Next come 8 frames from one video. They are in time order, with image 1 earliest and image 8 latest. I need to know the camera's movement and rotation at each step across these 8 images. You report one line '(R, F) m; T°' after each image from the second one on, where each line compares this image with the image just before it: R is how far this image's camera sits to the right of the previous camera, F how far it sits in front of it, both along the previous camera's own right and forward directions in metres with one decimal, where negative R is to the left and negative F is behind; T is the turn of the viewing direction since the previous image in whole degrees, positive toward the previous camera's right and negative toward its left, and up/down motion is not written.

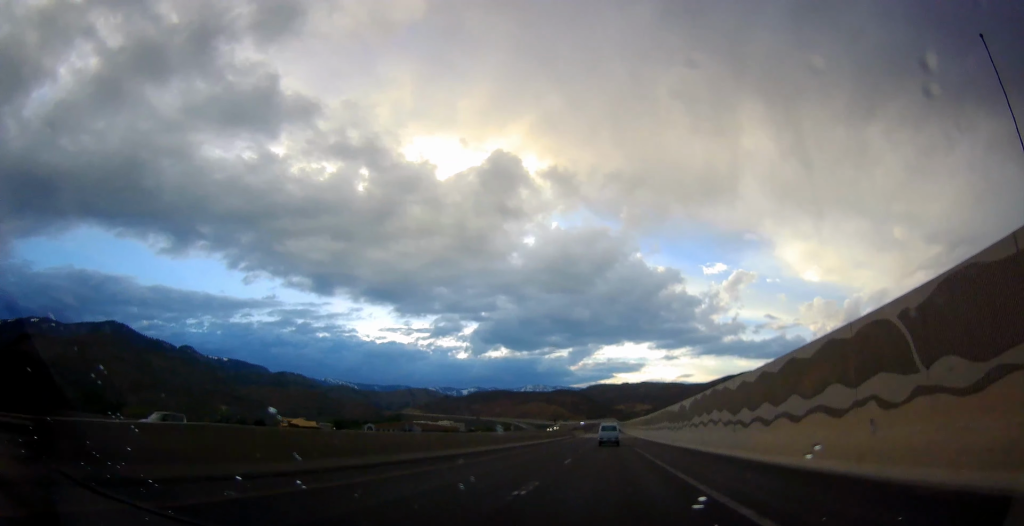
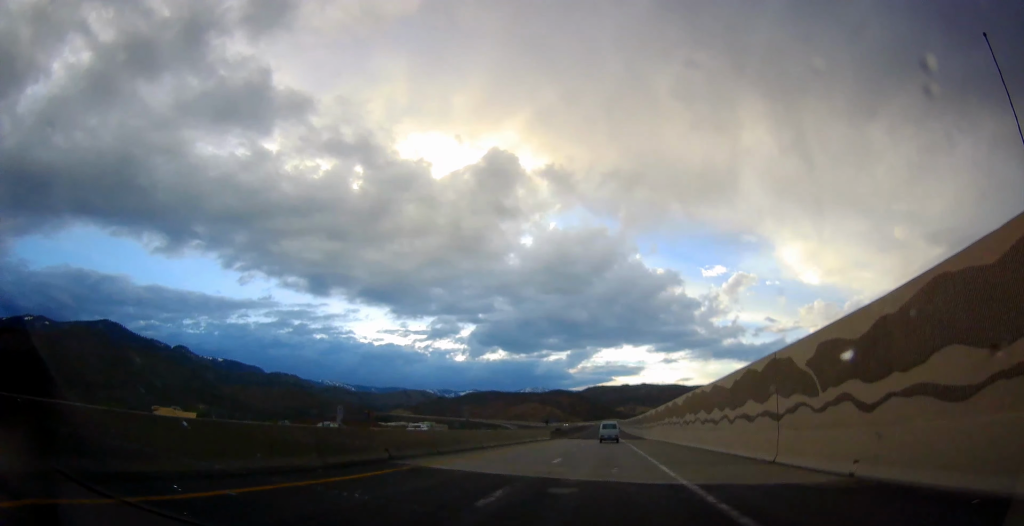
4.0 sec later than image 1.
(+0.1, +101.8) m; 0°
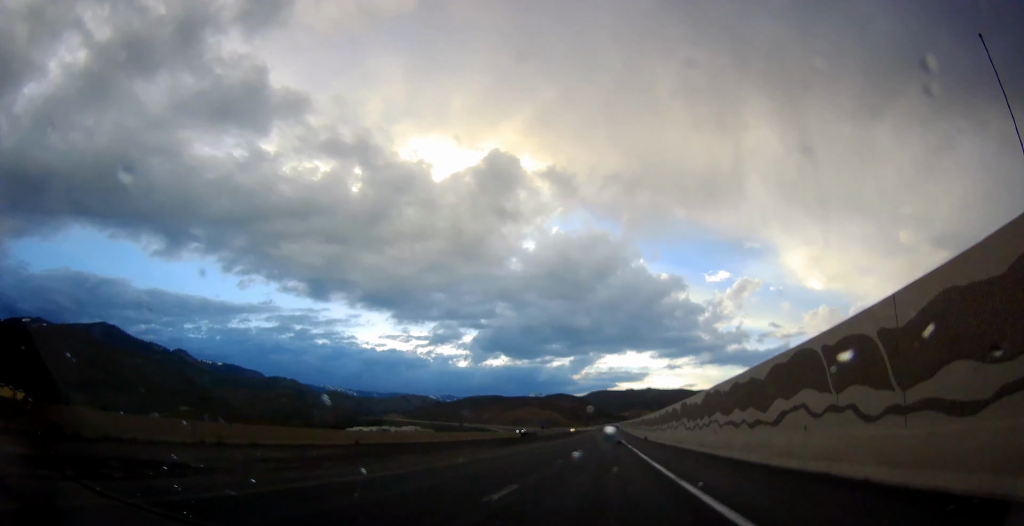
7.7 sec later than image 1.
(0.0, +91.2) m; 0°
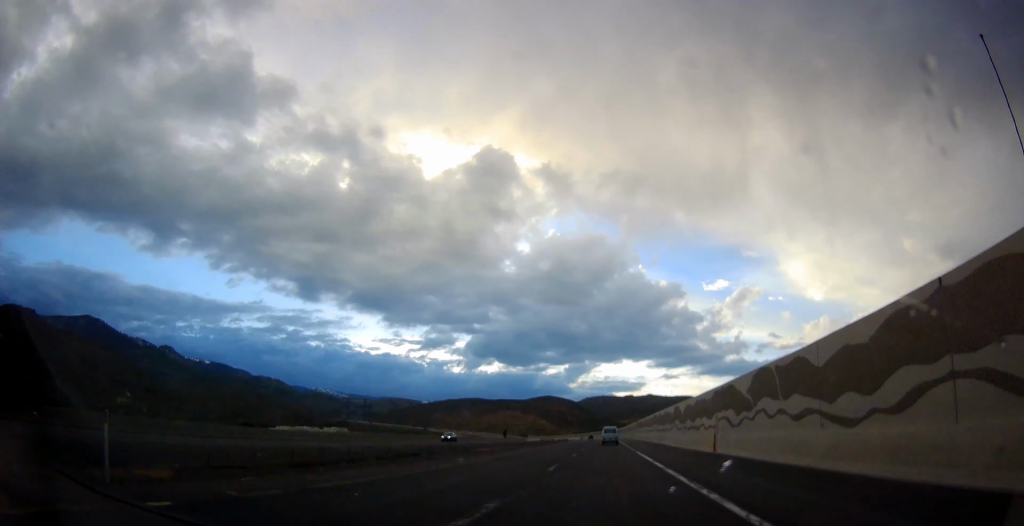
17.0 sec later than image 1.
(-0.1, +229.1) m; -1°
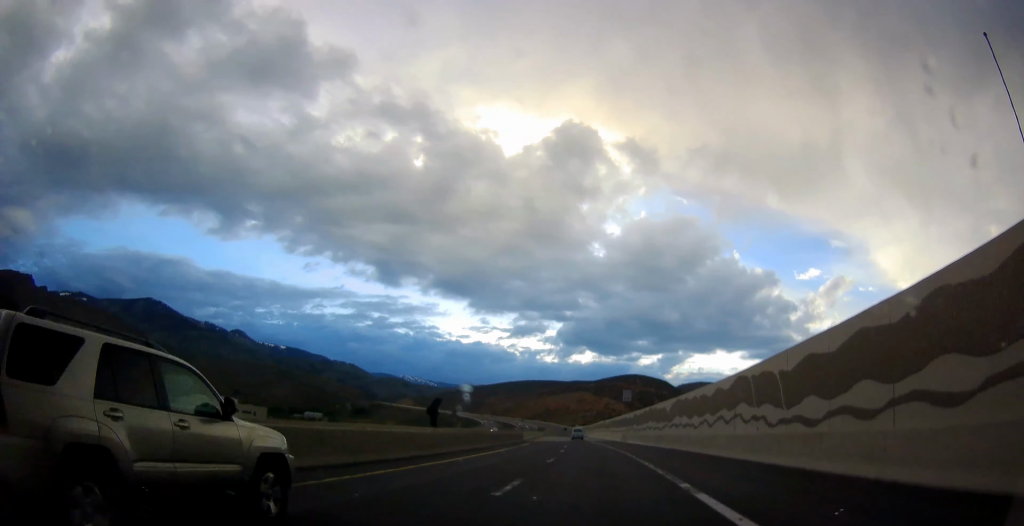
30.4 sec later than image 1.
(-20.2, +319.1) m; -9°
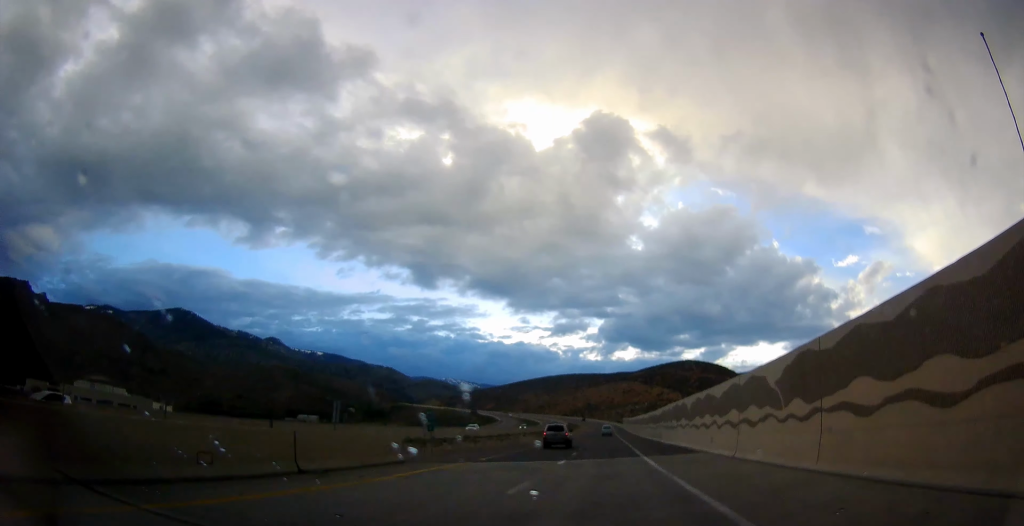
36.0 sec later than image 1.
(-7.2, +135.8) m; -3°
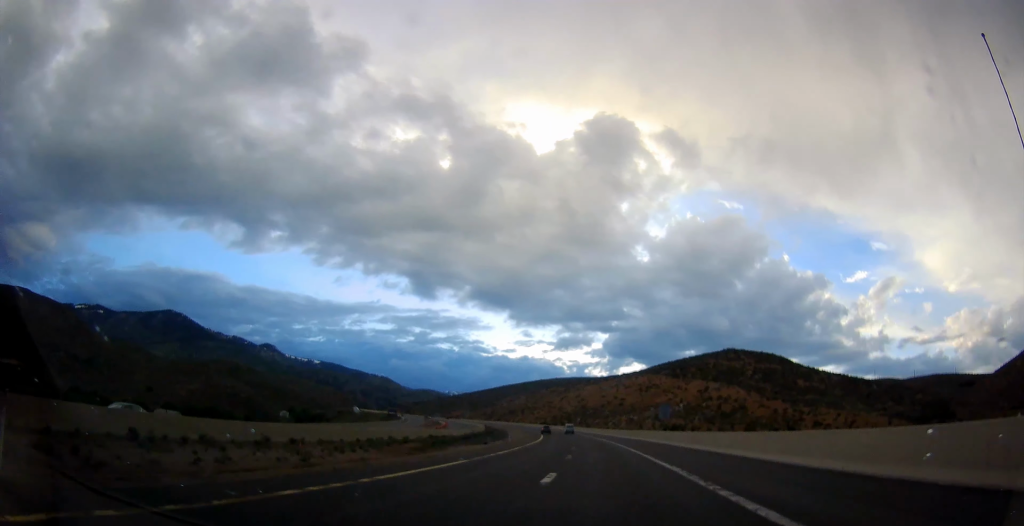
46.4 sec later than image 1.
(-9.1, +246.0) m; -8°
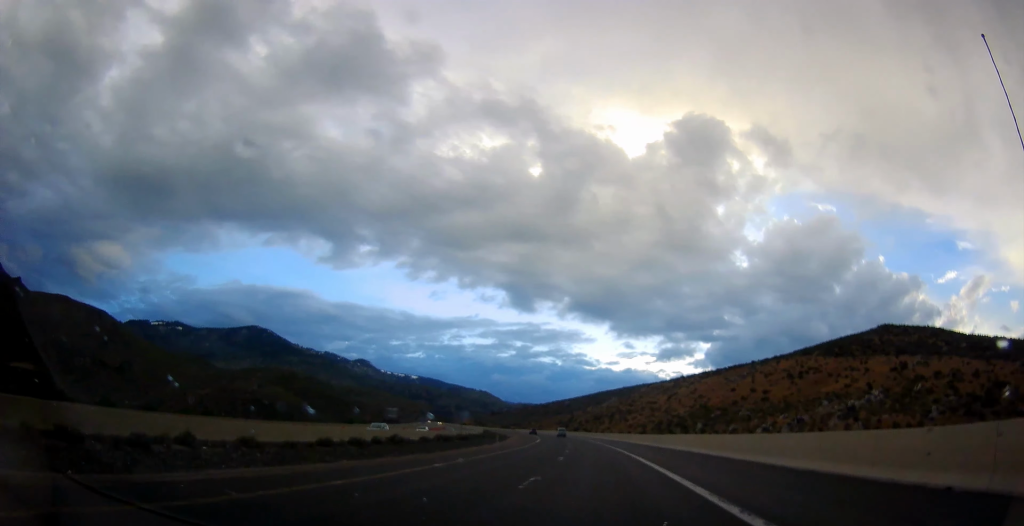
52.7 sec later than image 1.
(-6.8, +149.3) m; -8°
